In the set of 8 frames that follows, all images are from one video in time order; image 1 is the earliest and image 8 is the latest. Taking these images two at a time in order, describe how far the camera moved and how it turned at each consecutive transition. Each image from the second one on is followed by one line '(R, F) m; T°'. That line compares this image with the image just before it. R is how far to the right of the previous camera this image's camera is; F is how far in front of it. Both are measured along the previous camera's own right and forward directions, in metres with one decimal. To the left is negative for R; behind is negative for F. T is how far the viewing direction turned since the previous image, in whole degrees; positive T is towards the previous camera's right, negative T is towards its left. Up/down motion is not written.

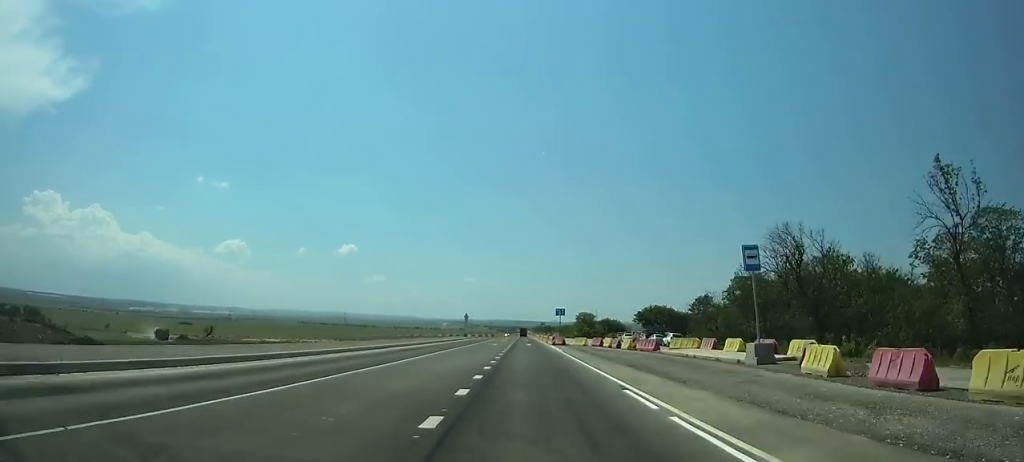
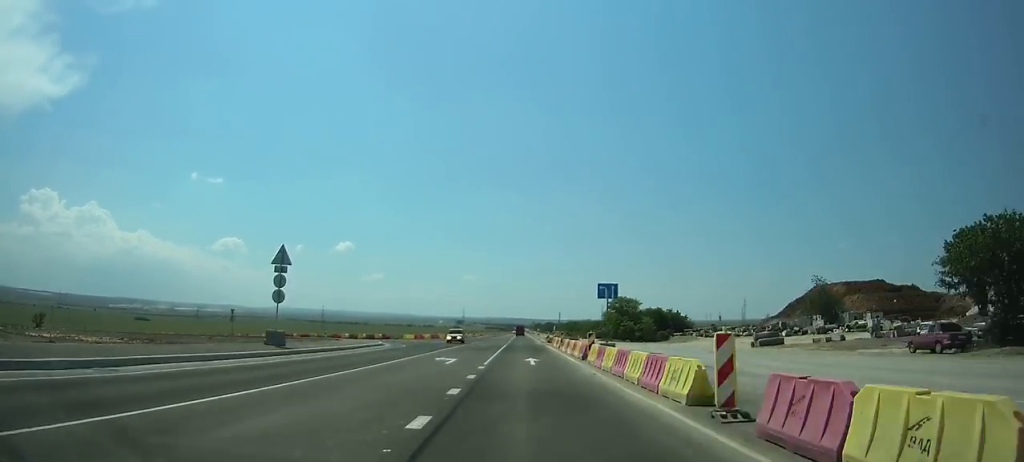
(0.0, +90.4) m; 0°
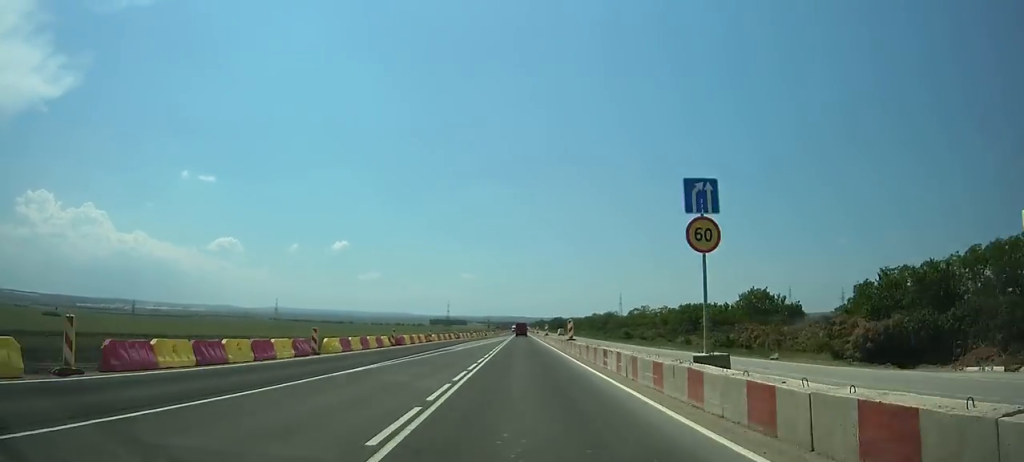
(+0.1, +152.2) m; 0°
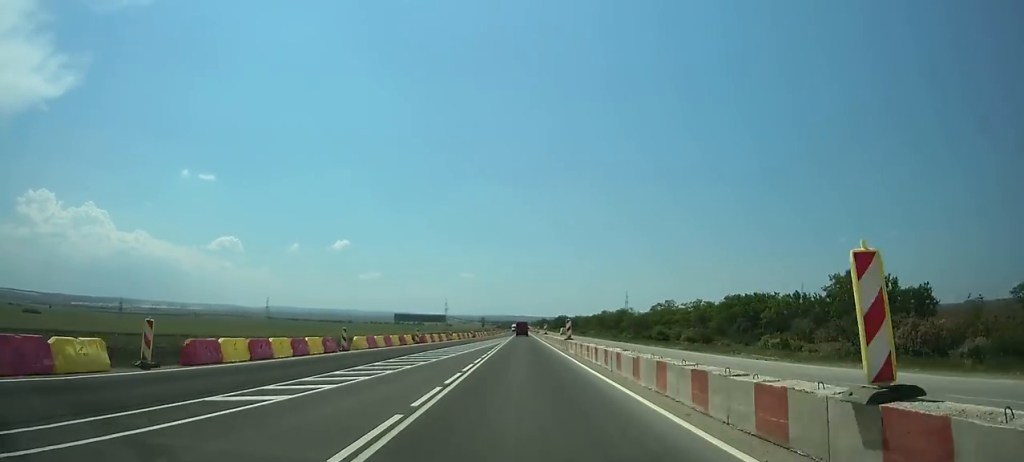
(0.0, +28.8) m; 0°
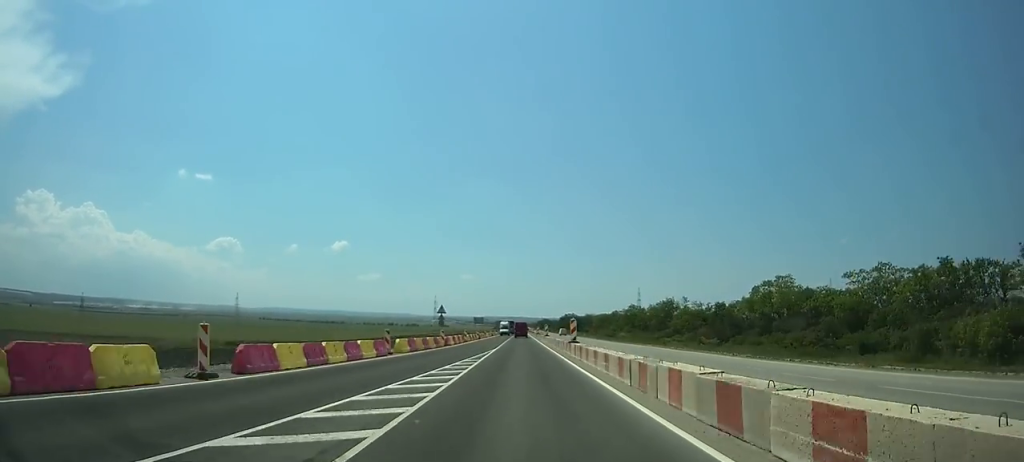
(-0.1, +71.2) m; 0°
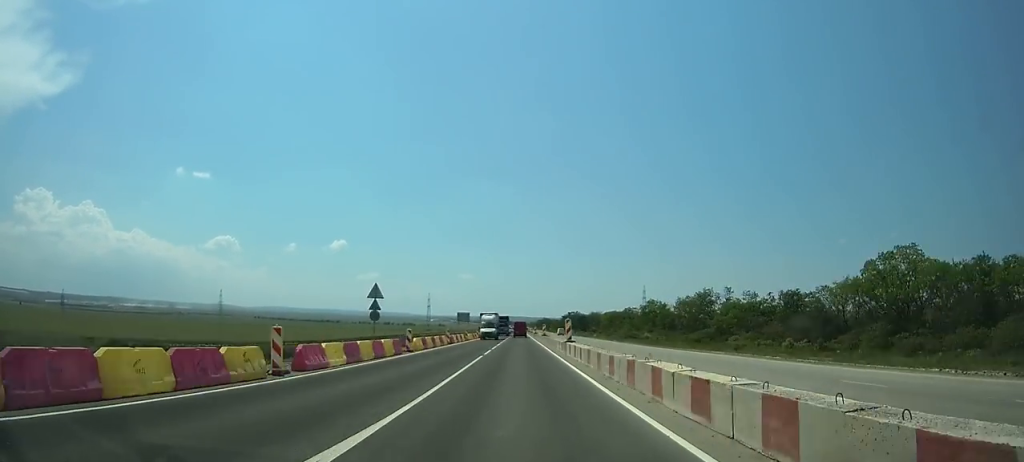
(0.0, +31.3) m; 0°
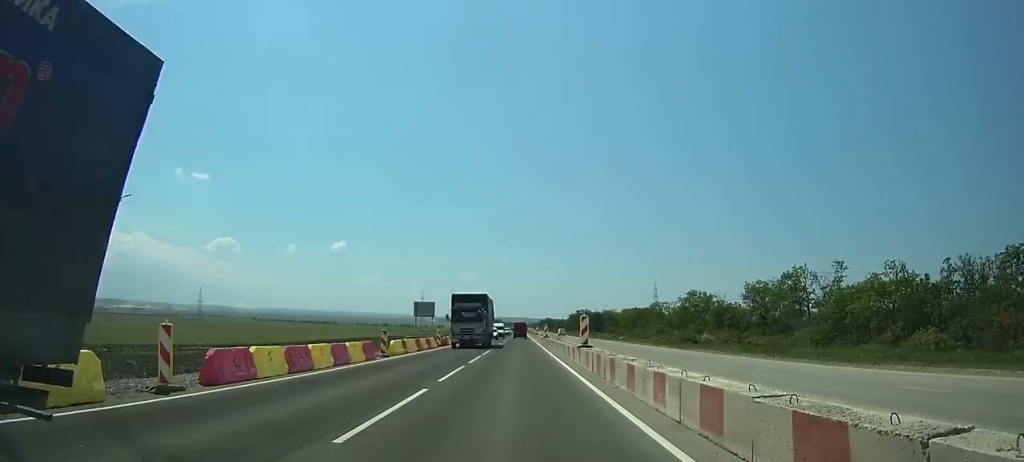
(-0.1, +40.4) m; 0°
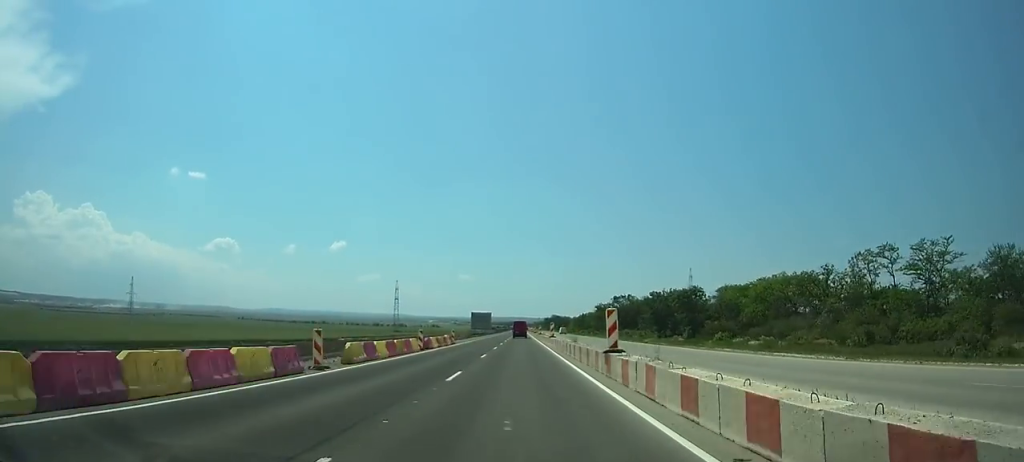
(0.0, +99.4) m; 0°
